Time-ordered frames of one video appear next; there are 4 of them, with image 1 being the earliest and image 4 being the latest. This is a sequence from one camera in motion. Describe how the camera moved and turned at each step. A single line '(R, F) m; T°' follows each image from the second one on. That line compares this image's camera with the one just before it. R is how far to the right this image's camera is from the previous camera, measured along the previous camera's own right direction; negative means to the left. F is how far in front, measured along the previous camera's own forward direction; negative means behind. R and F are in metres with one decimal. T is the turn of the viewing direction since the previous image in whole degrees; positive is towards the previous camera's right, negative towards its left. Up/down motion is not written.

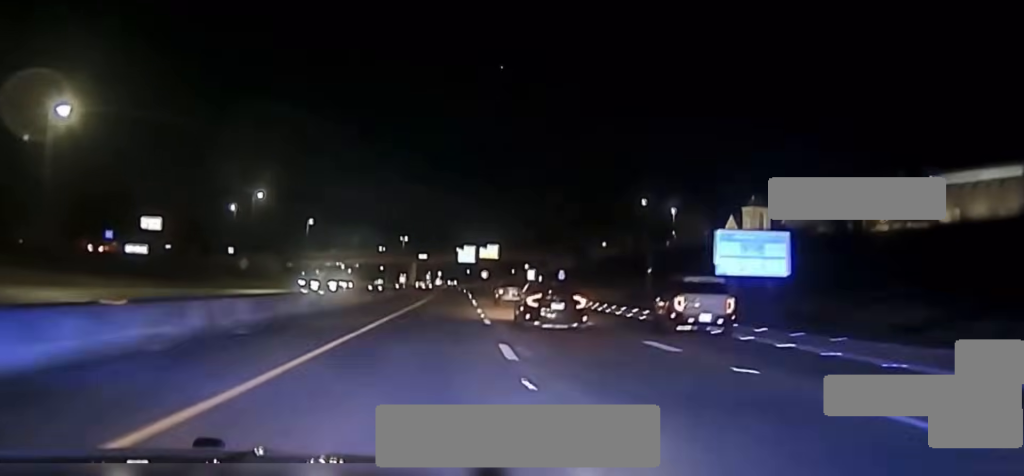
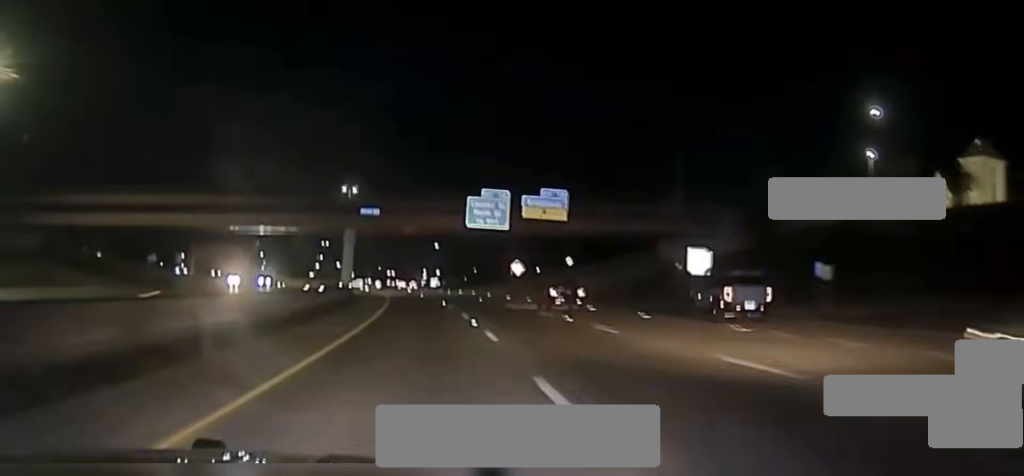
(-1.4, +128.6) m; -2°
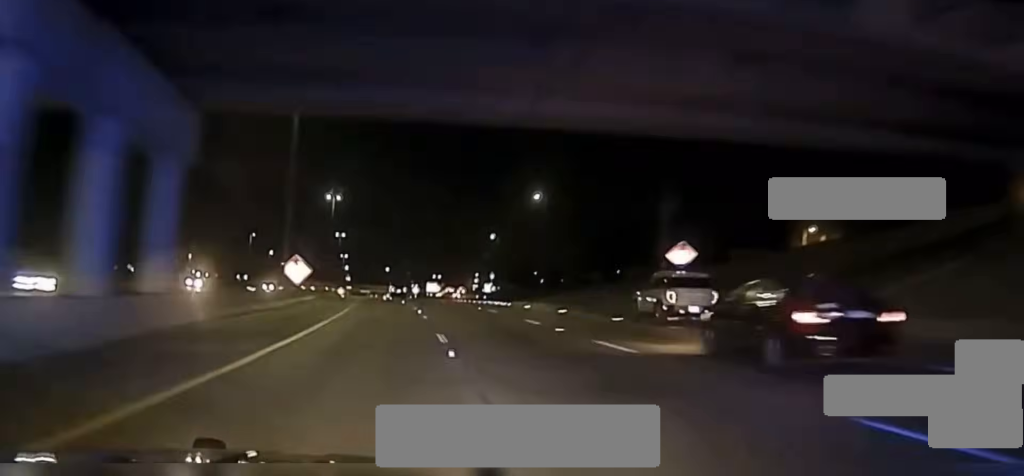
(-1.9, +66.9) m; -4°
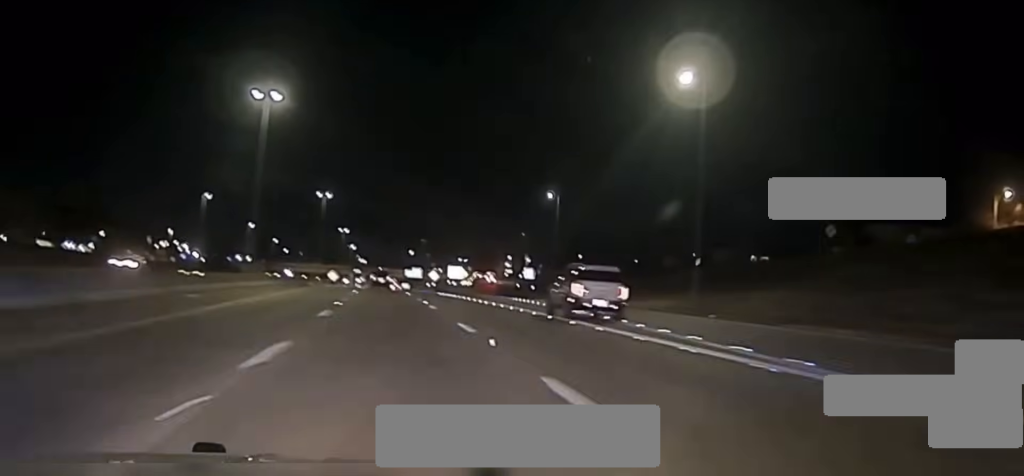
(-0.7, +56.4) m; -1°
